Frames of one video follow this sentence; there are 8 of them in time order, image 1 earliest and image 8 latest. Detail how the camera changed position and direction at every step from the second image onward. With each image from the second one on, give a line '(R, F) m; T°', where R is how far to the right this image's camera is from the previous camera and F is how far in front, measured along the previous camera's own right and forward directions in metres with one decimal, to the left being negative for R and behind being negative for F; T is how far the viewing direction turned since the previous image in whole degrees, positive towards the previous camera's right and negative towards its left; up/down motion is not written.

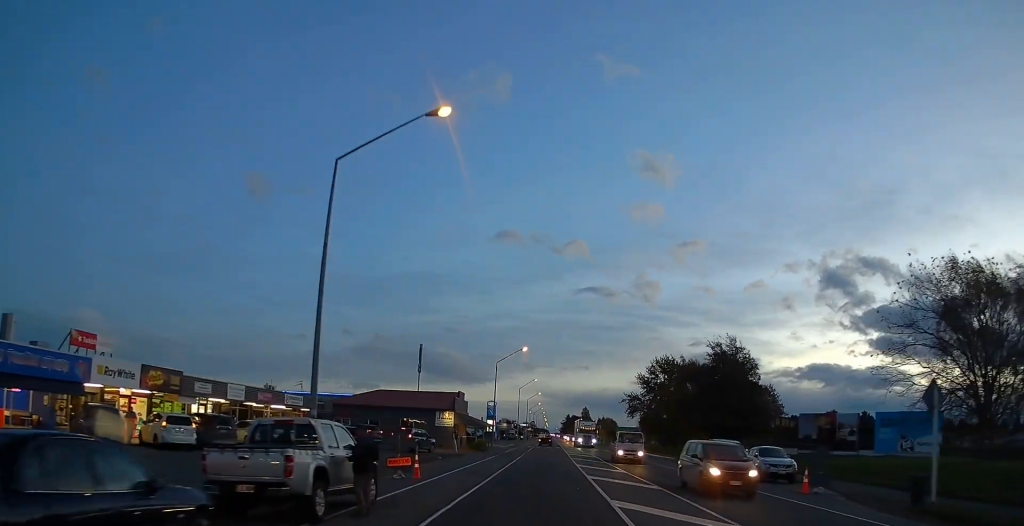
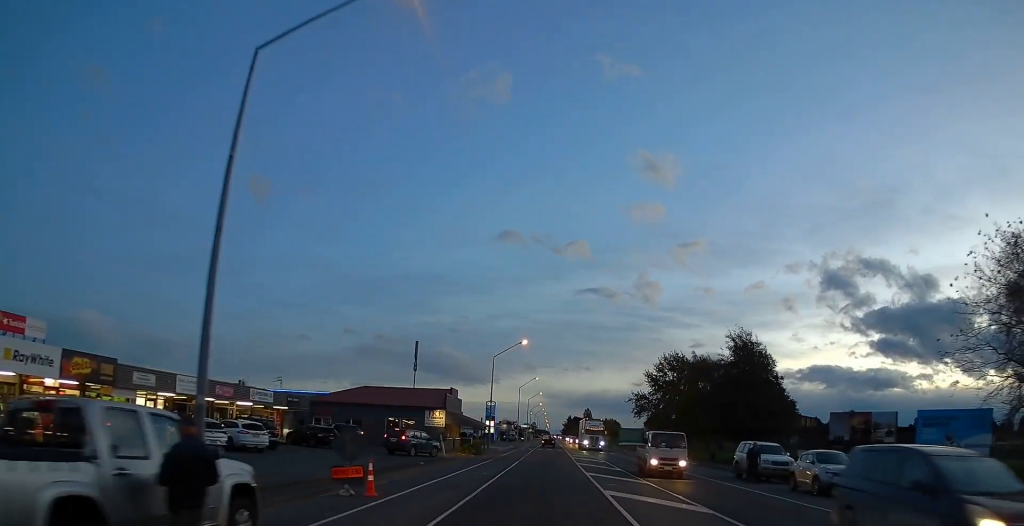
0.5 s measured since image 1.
(0.0, +6.2) m; 0°
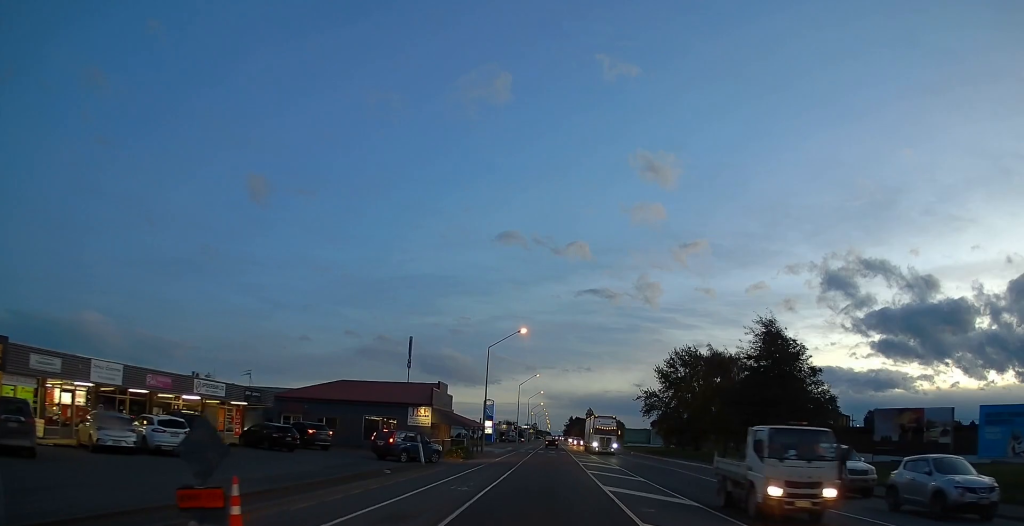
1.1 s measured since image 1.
(0.0, +7.6) m; -1°
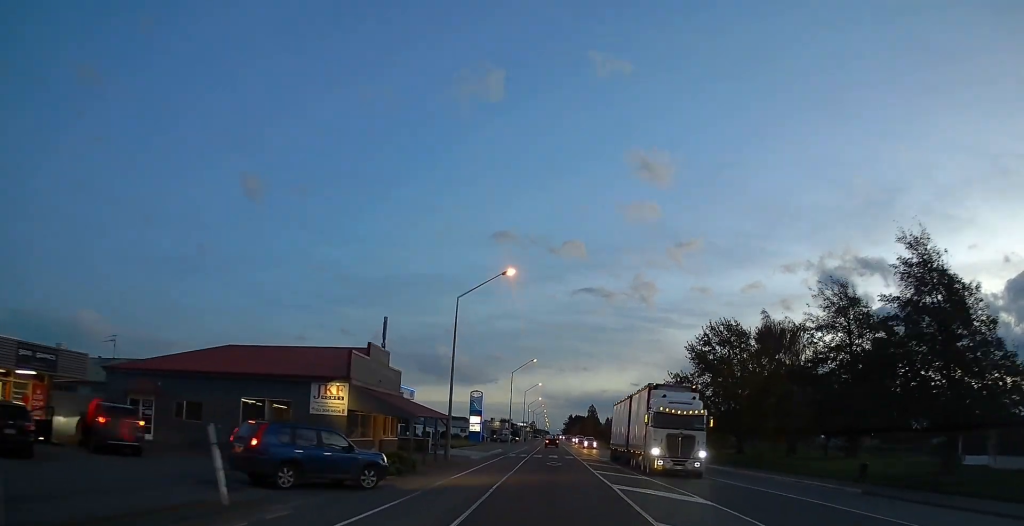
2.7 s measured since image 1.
(-0.9, +20.1) m; -4°
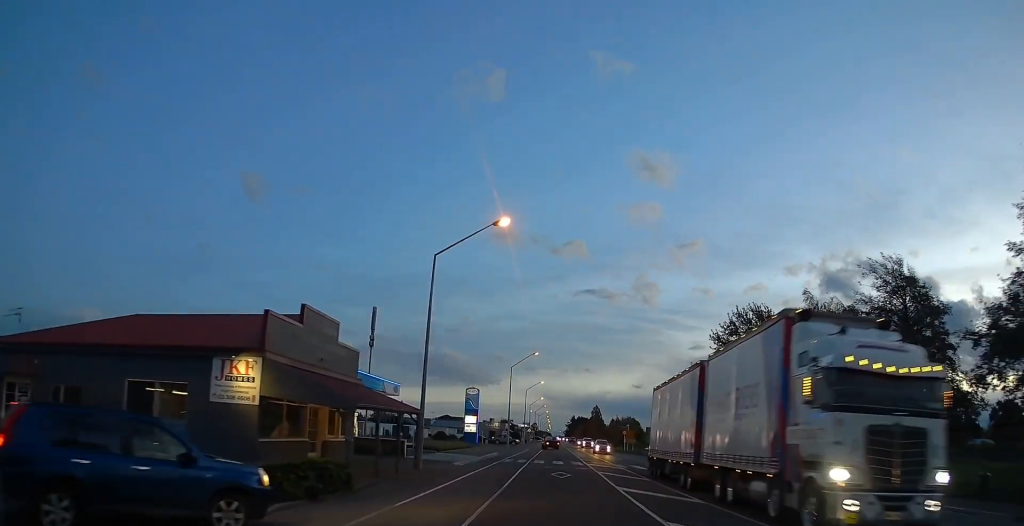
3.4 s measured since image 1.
(-0.2, +9.1) m; 0°
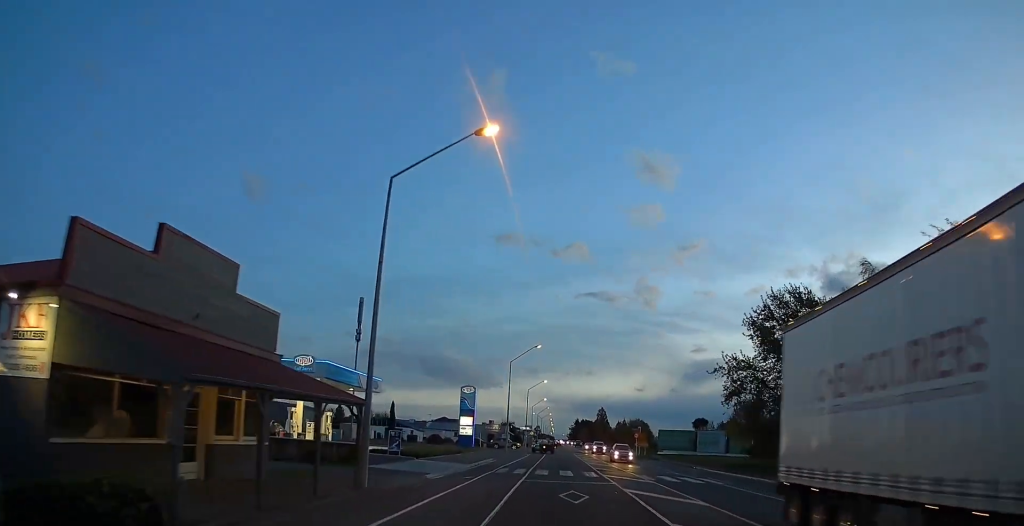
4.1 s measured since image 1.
(+0.3, +8.9) m; +1°
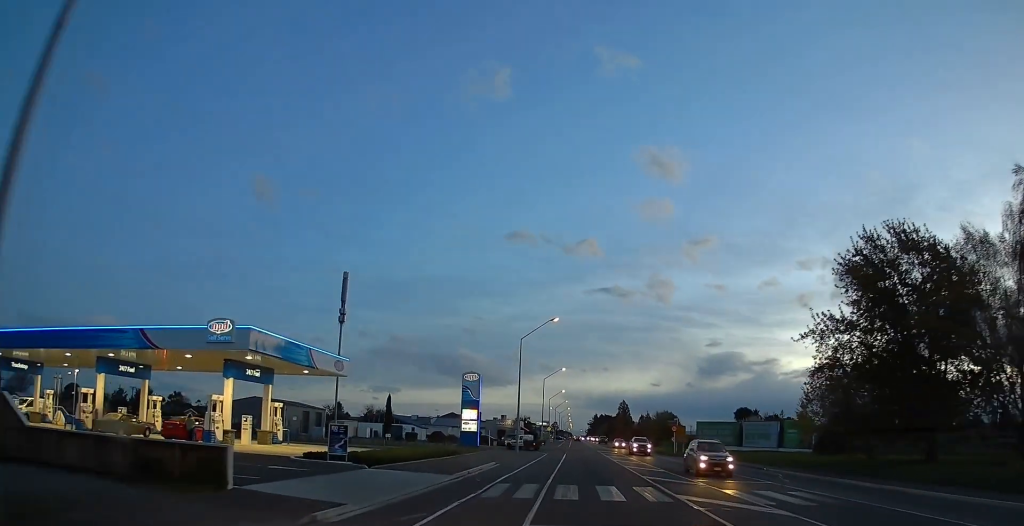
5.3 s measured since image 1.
(0.0, +14.9) m; 0°
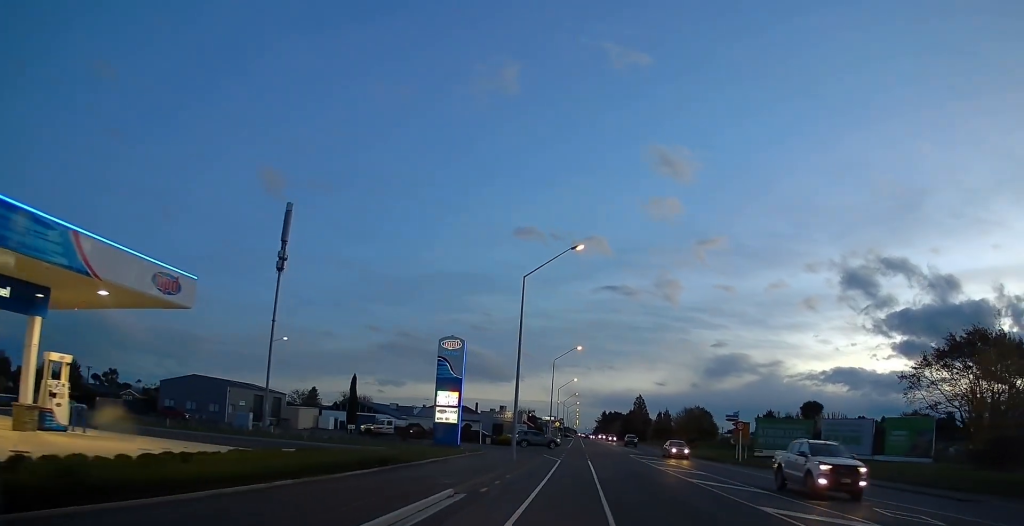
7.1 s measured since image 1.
(-1.2, +22.6) m; -2°
